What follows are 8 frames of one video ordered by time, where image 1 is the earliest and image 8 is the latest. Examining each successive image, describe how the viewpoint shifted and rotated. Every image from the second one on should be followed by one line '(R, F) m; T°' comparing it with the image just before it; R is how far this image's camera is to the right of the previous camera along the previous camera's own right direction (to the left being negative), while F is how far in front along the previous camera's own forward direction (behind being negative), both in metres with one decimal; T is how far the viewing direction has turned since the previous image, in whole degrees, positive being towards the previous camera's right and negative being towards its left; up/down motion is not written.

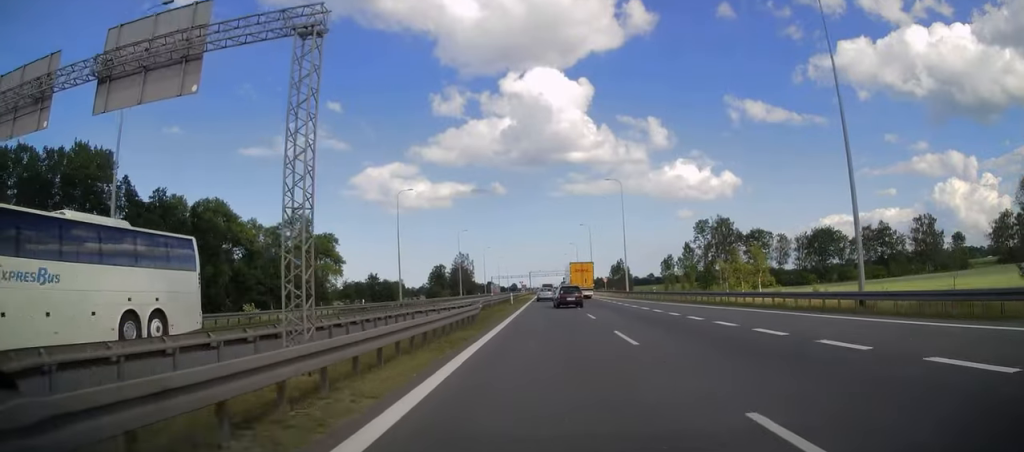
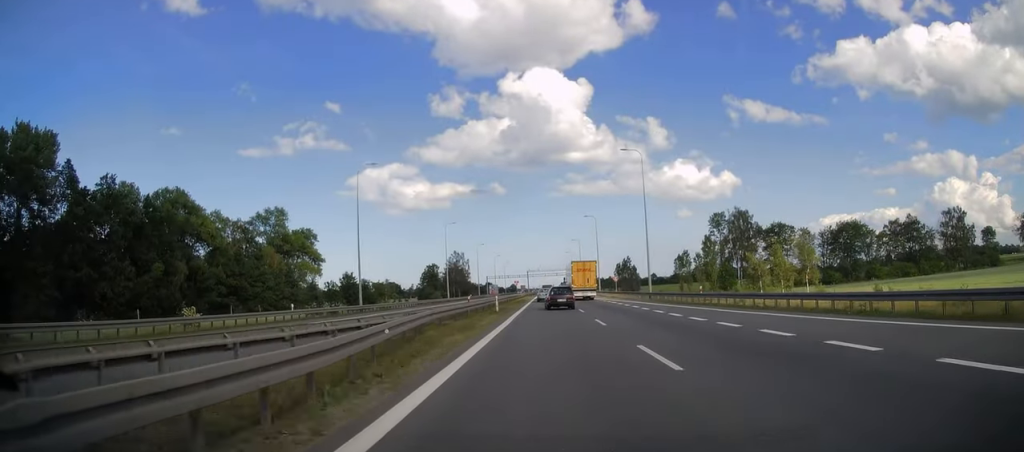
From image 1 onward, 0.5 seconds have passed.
(-0.1, +16.4) m; 0°
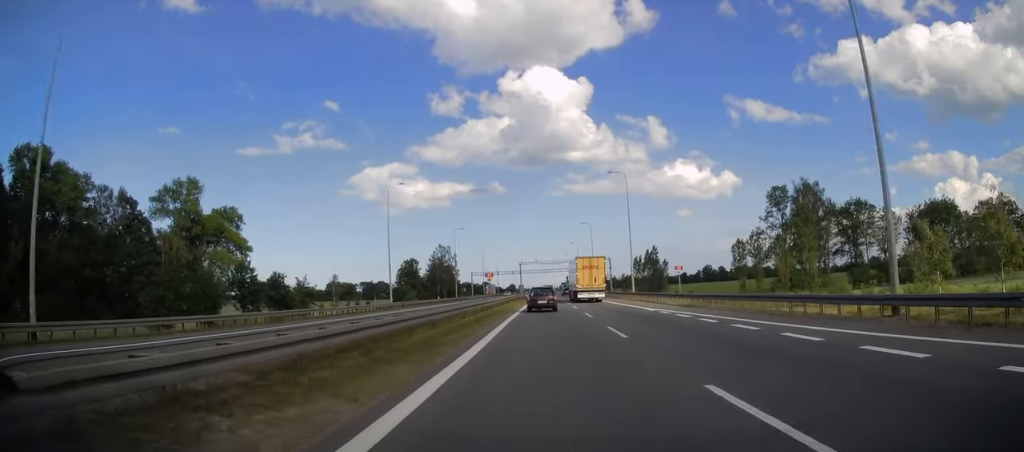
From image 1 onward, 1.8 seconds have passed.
(0.0, +41.4) m; 0°
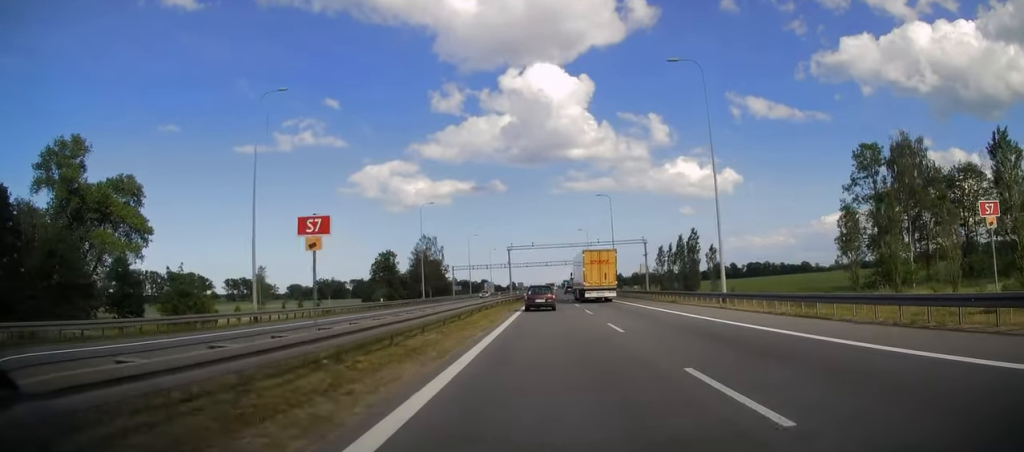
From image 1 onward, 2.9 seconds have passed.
(+0.1, +34.4) m; 0°
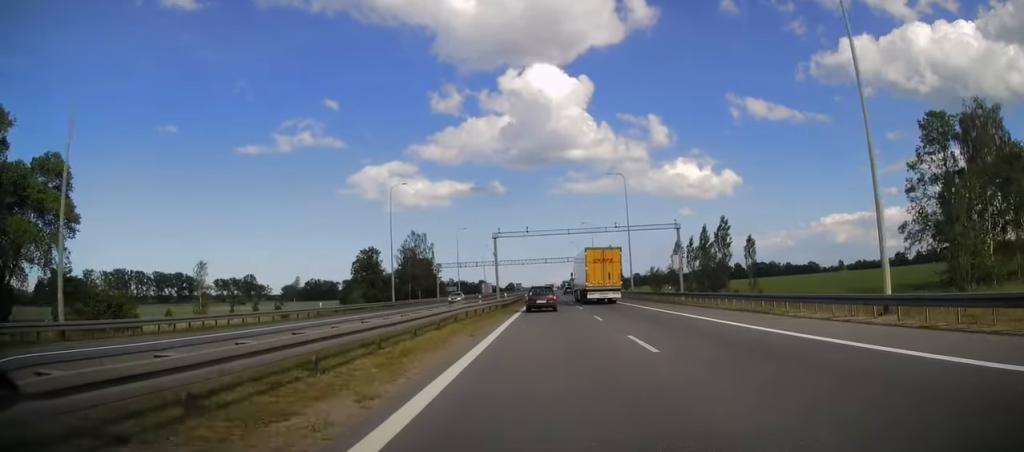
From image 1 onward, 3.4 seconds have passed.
(+0.1, +17.3) m; 0°
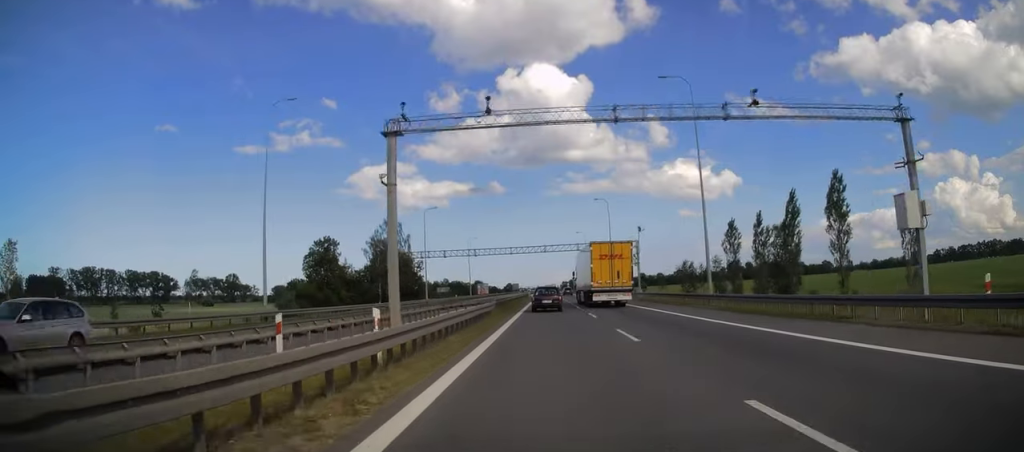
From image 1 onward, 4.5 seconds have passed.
(+0.1, +33.6) m; 0°
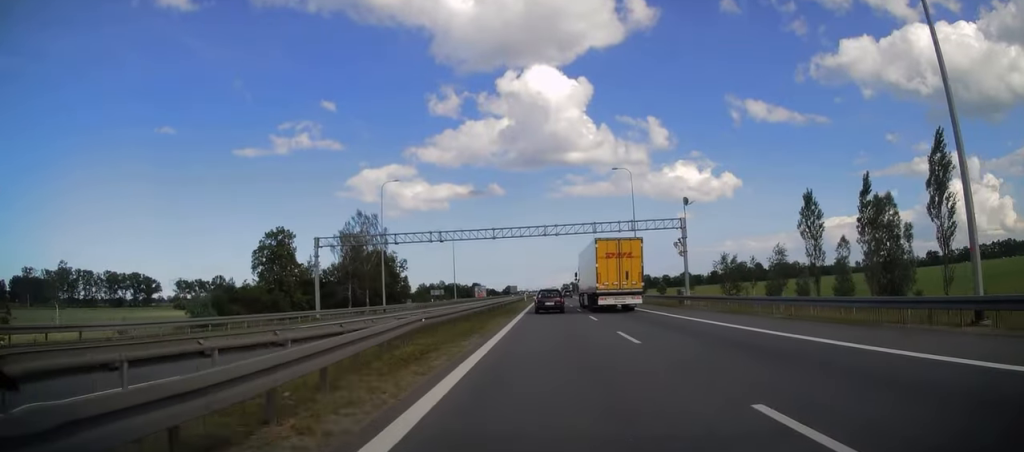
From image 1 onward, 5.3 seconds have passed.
(-0.2, +24.4) m; 0°
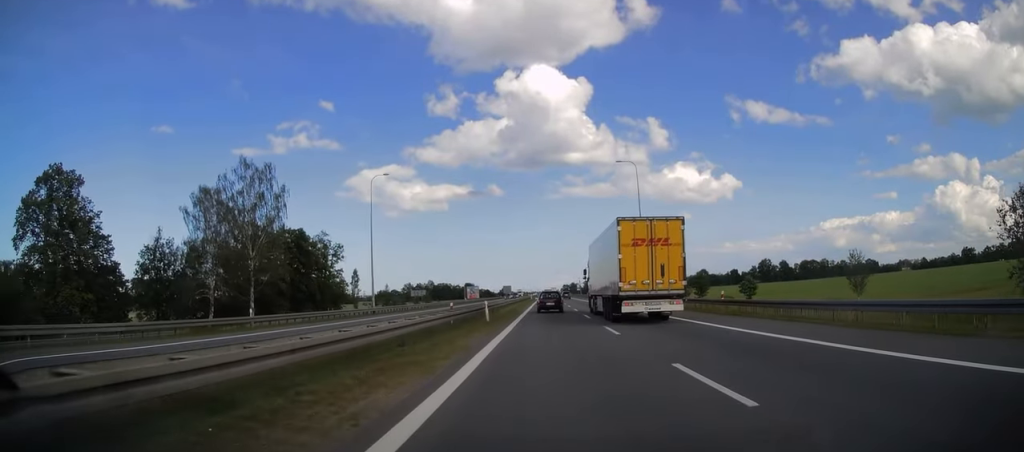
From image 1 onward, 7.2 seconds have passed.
(+0.1, +56.9) m; 0°
